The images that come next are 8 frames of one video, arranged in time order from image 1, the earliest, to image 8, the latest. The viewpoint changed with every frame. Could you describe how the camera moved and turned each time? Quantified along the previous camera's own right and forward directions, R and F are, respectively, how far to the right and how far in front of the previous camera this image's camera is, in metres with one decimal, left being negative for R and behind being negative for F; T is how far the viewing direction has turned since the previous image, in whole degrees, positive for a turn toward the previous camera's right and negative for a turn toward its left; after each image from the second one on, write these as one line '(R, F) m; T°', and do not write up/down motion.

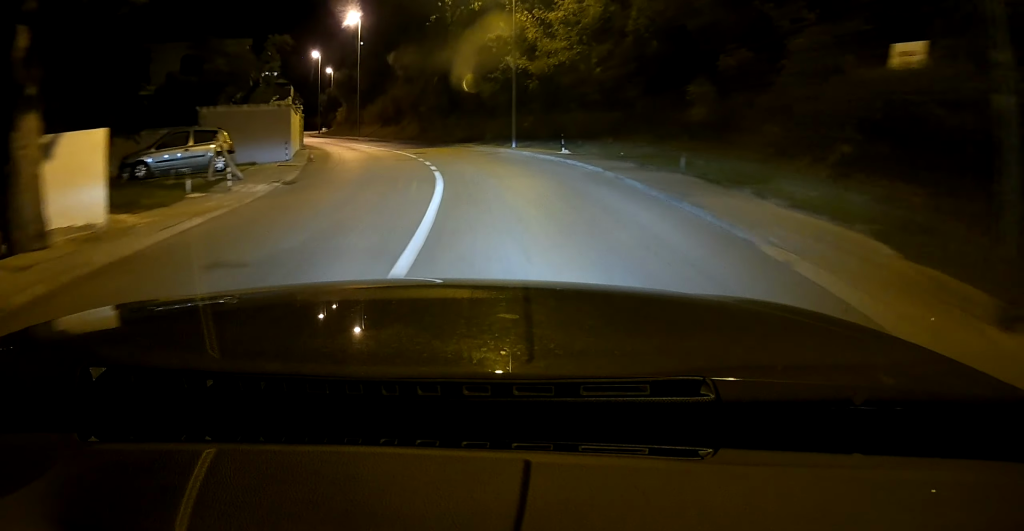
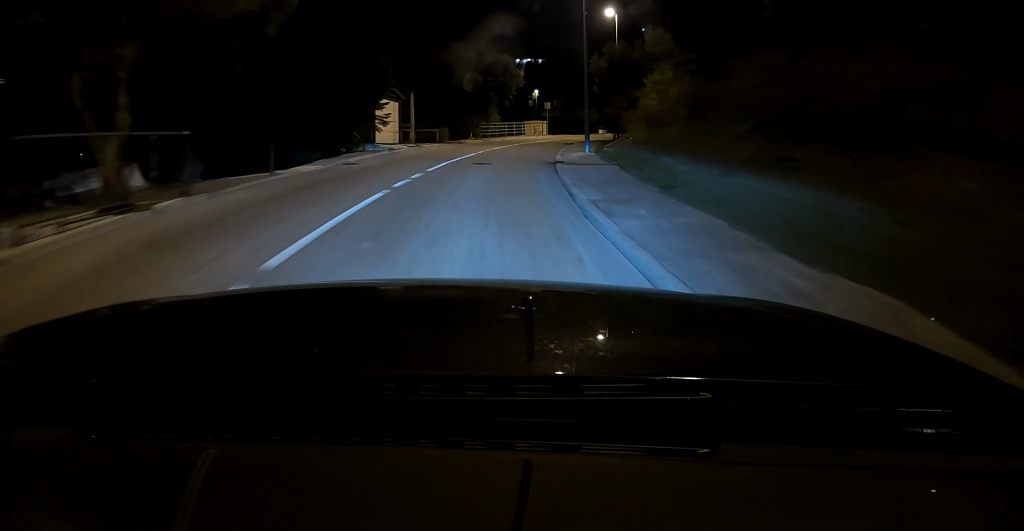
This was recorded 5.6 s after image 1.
(-9.3, +56.9) m; -17°
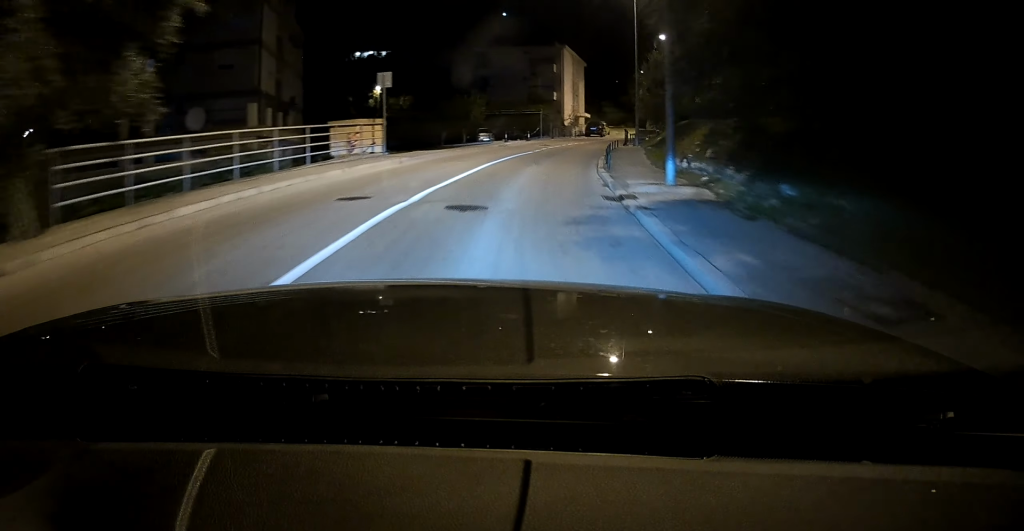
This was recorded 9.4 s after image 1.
(+1.1, +38.0) m; +9°
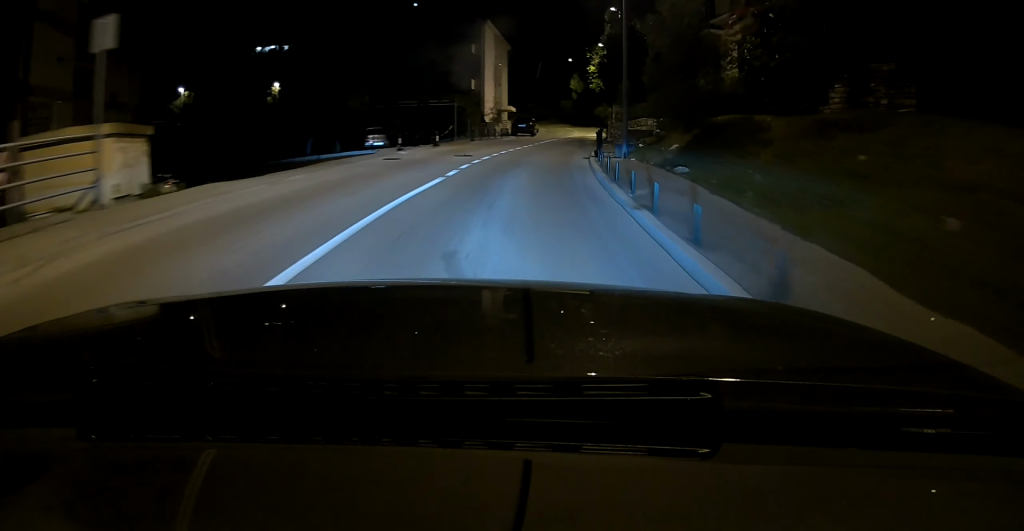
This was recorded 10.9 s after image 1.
(+0.7, +14.9) m; +8°
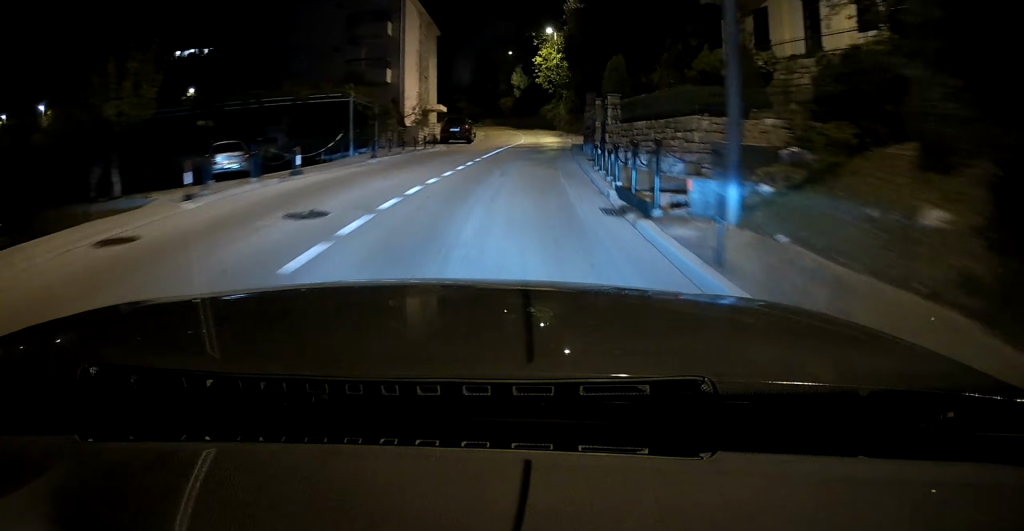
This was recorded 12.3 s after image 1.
(+0.9, +13.1) m; +7°
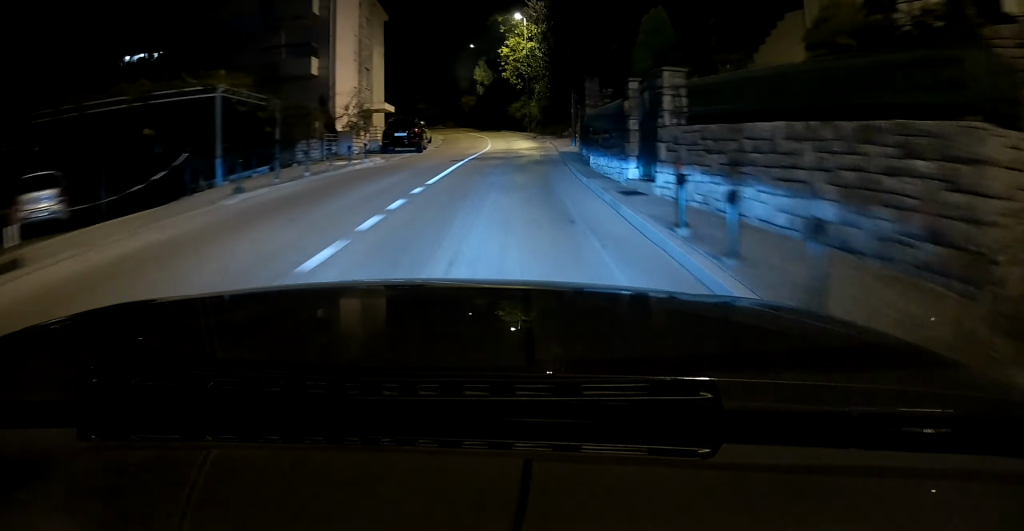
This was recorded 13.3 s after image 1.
(+0.5, +9.2) m; +3°
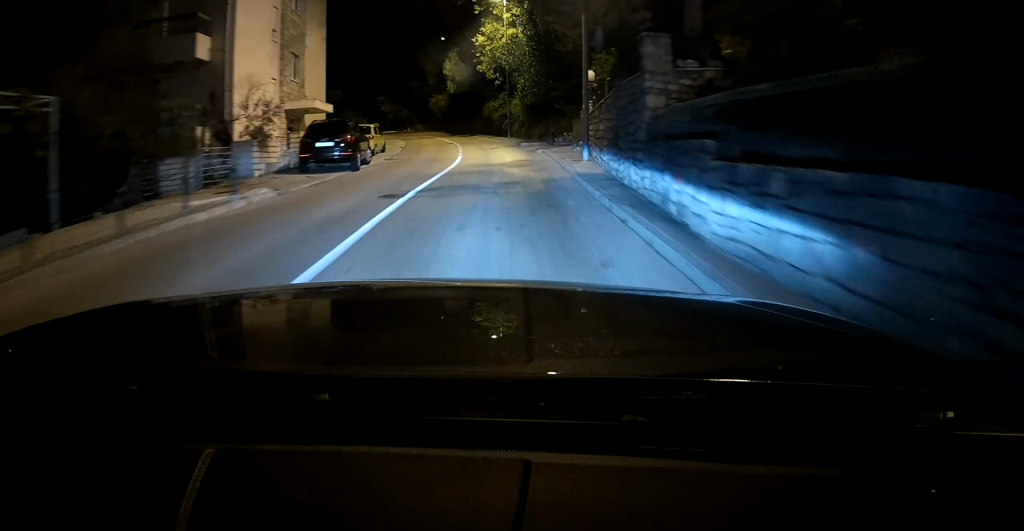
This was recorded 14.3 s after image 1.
(+0.4, +9.8) m; +3°
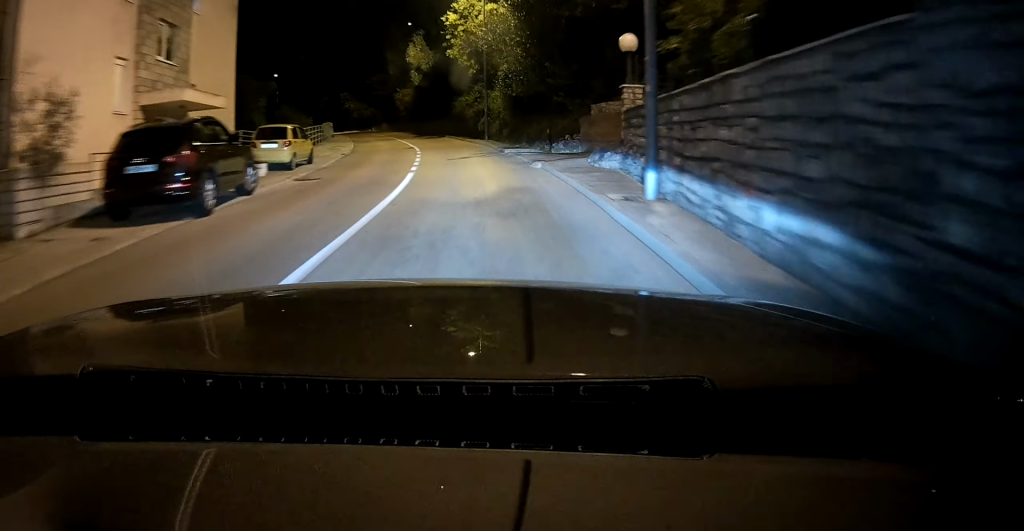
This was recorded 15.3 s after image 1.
(+0.3, +9.9) m; 0°
